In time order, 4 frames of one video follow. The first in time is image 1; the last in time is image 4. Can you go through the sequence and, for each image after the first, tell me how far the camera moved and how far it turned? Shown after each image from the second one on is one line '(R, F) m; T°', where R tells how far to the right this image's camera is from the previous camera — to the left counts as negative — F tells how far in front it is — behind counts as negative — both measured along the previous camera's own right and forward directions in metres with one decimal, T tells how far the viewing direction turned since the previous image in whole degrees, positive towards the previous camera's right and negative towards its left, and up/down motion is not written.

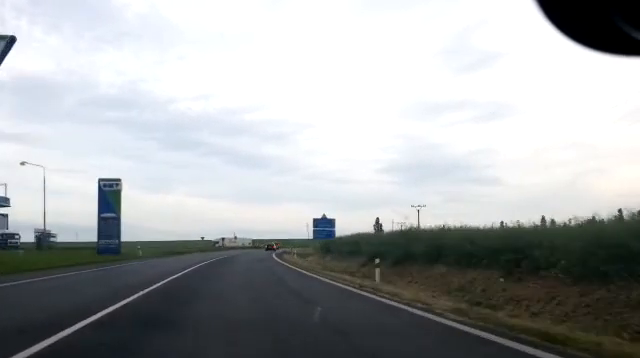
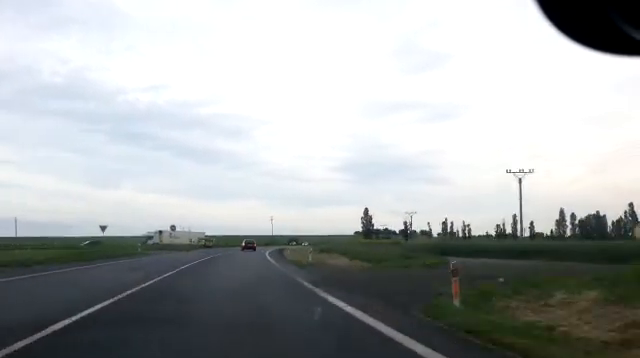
(+2.4, +53.0) m; +5°
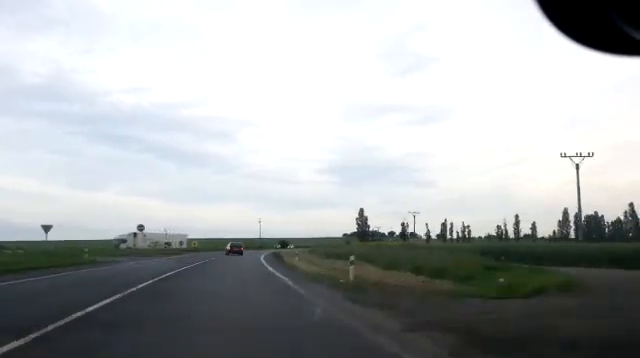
(+0.1, +12.4) m; +1°
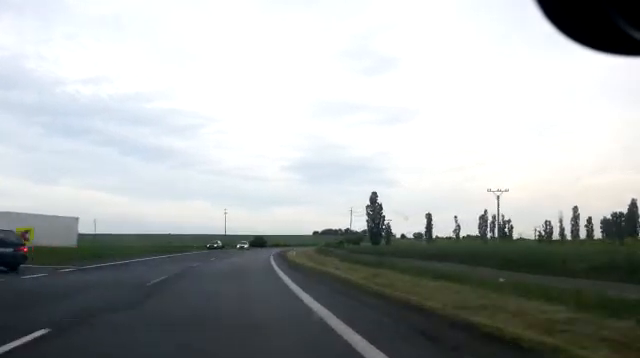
(+3.0, +54.6) m; +5°
